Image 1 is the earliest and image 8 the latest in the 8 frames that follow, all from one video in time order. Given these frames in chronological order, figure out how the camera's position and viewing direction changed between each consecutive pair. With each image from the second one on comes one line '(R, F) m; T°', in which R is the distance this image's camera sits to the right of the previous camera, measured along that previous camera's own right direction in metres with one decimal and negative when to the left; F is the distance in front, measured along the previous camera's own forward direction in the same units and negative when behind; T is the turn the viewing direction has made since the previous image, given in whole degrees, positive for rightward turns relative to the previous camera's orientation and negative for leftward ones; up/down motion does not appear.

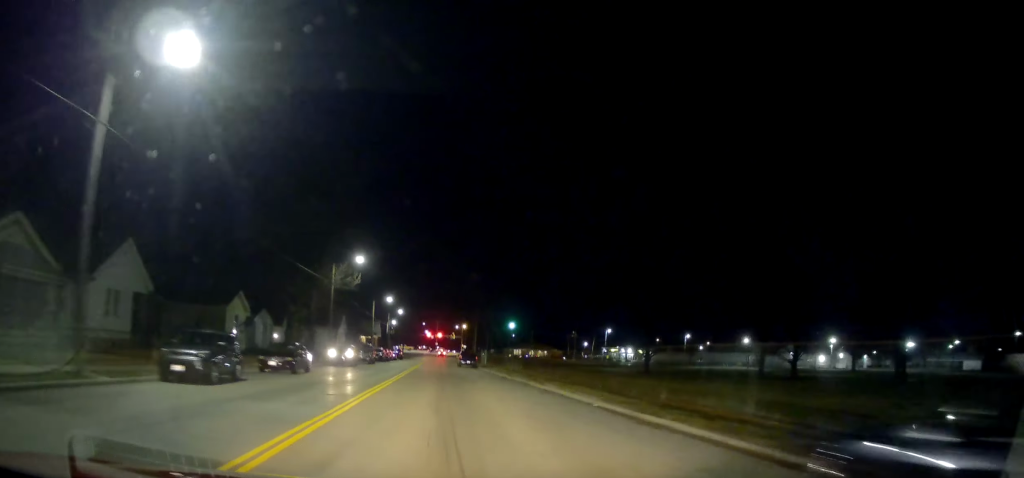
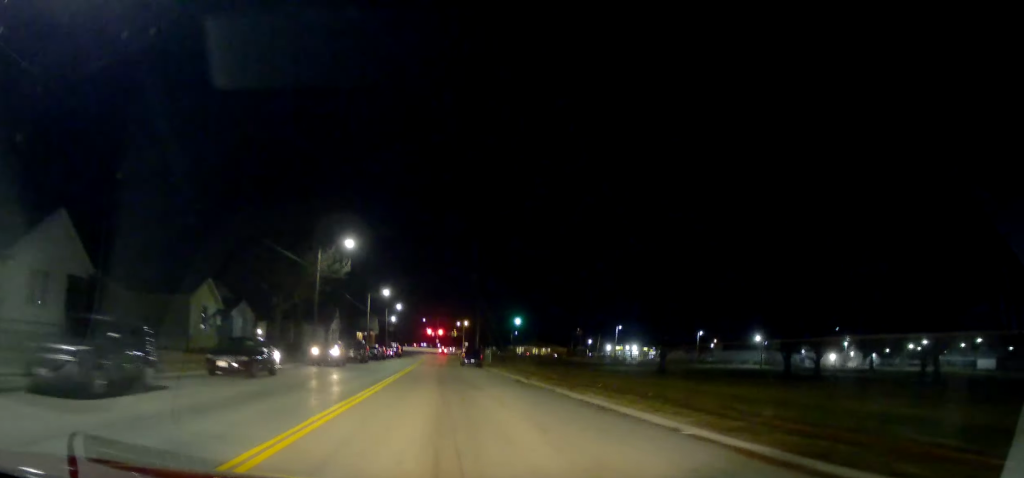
(-0.2, +6.6) m; 0°
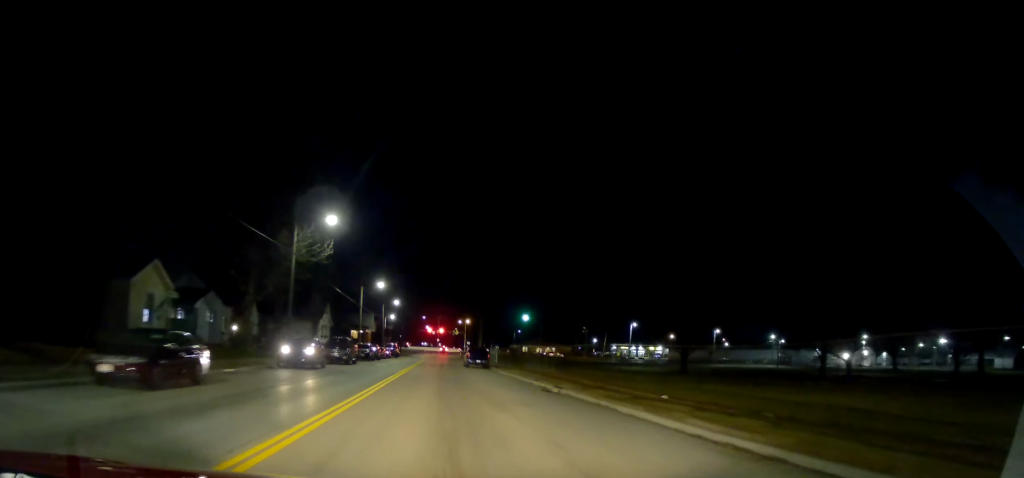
(-0.1, +7.9) m; 0°
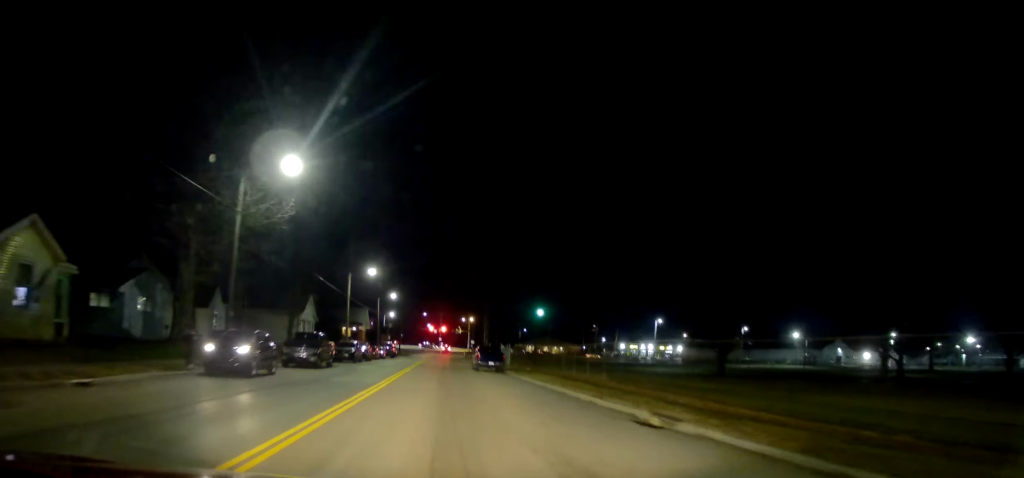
(+0.2, +11.1) m; +1°
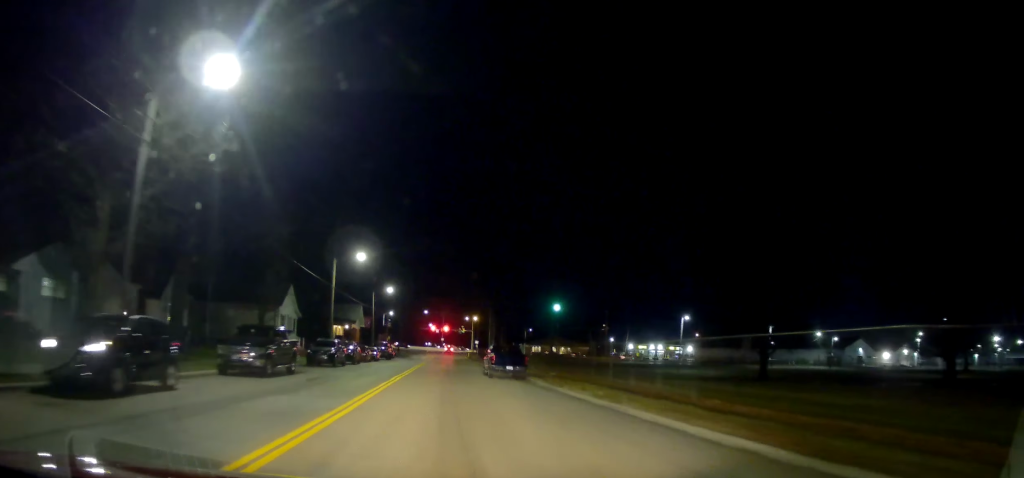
(0.0, +9.6) m; -2°
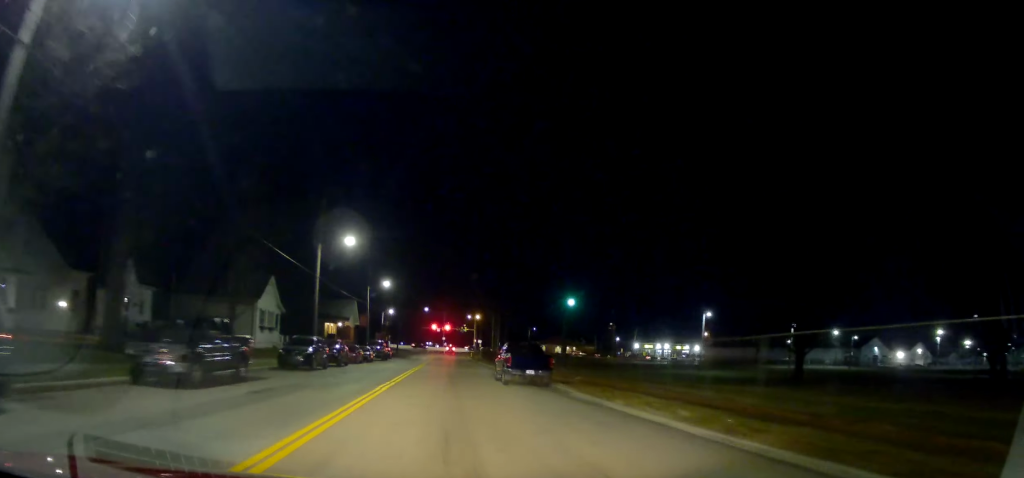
(0.0, +6.8) m; -1°
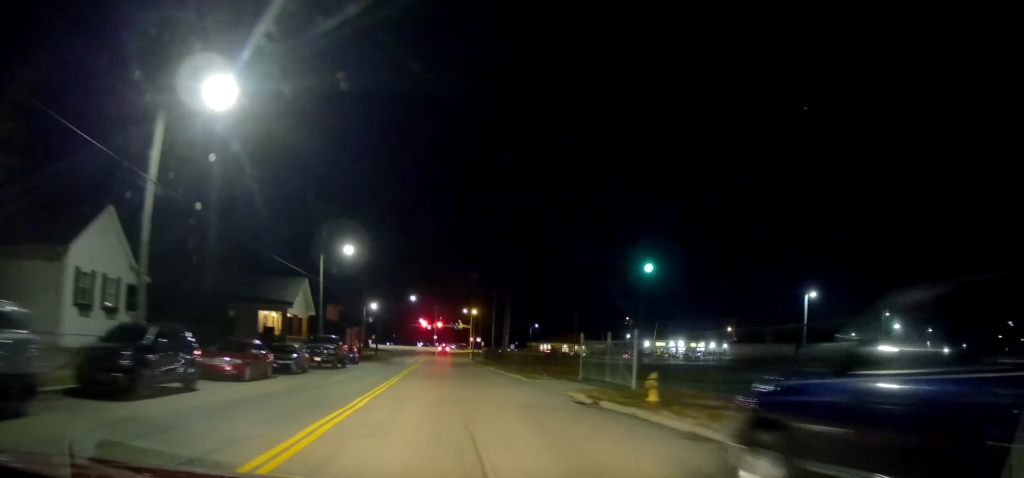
(-0.5, +25.3) m; +3°
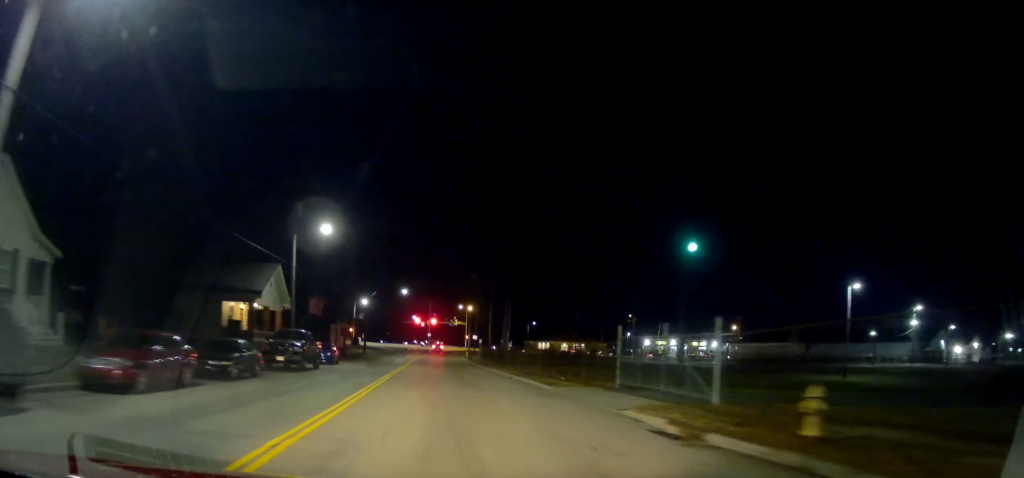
(+0.3, +7.4) m; +1°
